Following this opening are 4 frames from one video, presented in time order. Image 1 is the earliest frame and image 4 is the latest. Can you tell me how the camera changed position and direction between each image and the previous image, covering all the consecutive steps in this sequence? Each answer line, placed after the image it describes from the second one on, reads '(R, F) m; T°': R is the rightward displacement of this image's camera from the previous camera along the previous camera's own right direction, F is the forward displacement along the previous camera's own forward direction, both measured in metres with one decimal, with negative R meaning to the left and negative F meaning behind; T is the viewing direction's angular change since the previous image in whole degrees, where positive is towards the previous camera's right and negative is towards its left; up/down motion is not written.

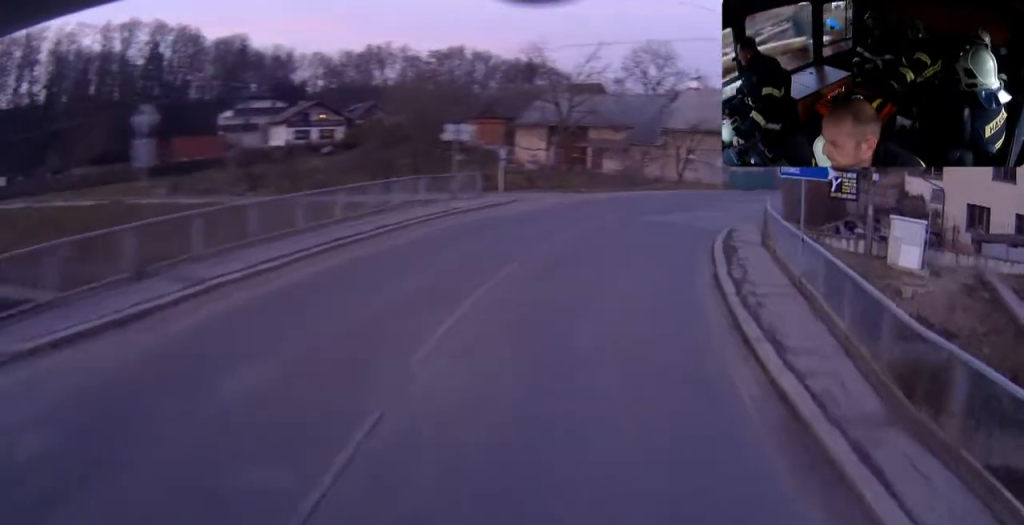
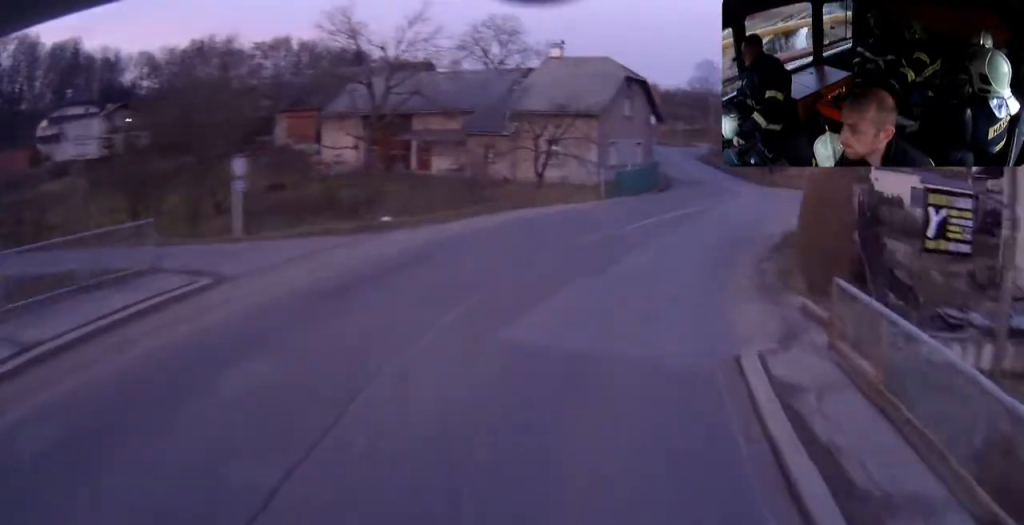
(+1.6, +16.2) m; +12°
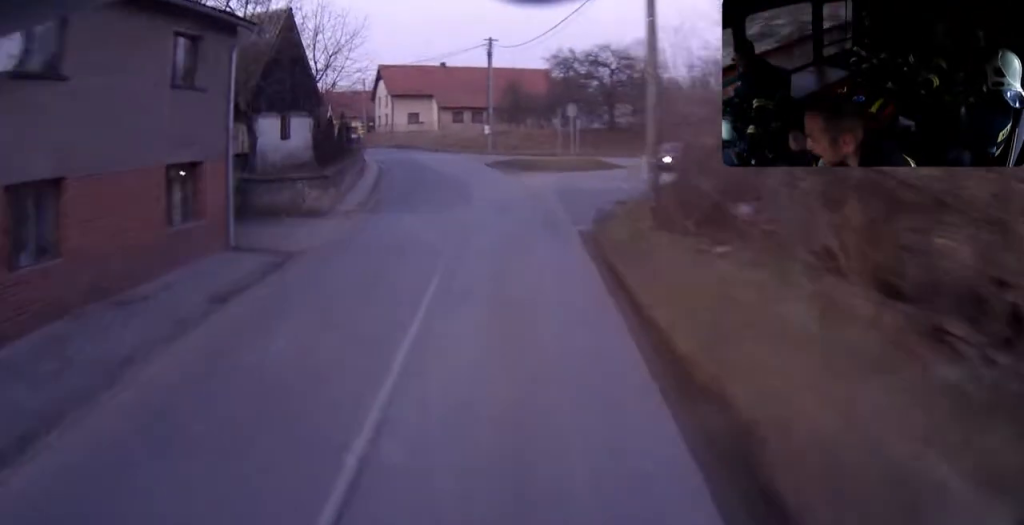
(+9.2, +58.9) m; +2°
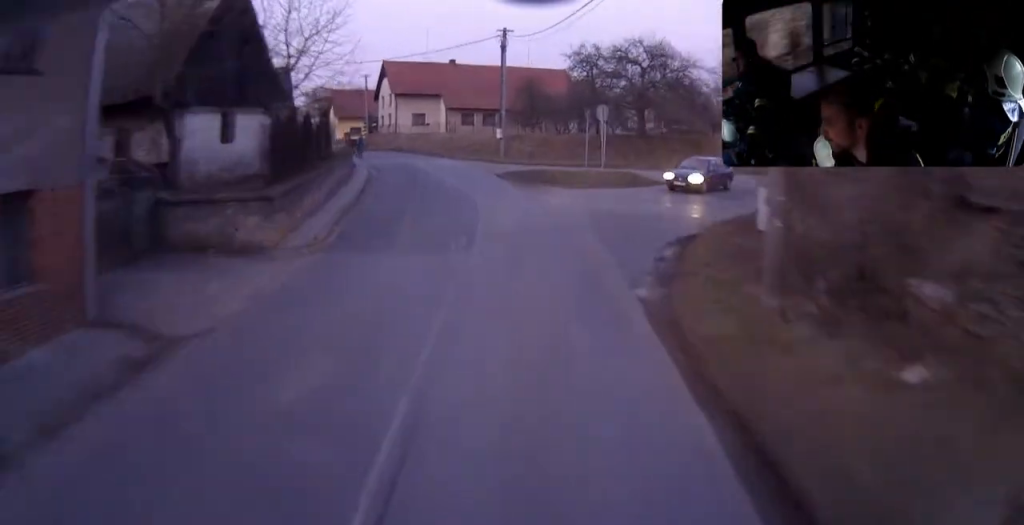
(-0.1, +6.5) m; 0°
